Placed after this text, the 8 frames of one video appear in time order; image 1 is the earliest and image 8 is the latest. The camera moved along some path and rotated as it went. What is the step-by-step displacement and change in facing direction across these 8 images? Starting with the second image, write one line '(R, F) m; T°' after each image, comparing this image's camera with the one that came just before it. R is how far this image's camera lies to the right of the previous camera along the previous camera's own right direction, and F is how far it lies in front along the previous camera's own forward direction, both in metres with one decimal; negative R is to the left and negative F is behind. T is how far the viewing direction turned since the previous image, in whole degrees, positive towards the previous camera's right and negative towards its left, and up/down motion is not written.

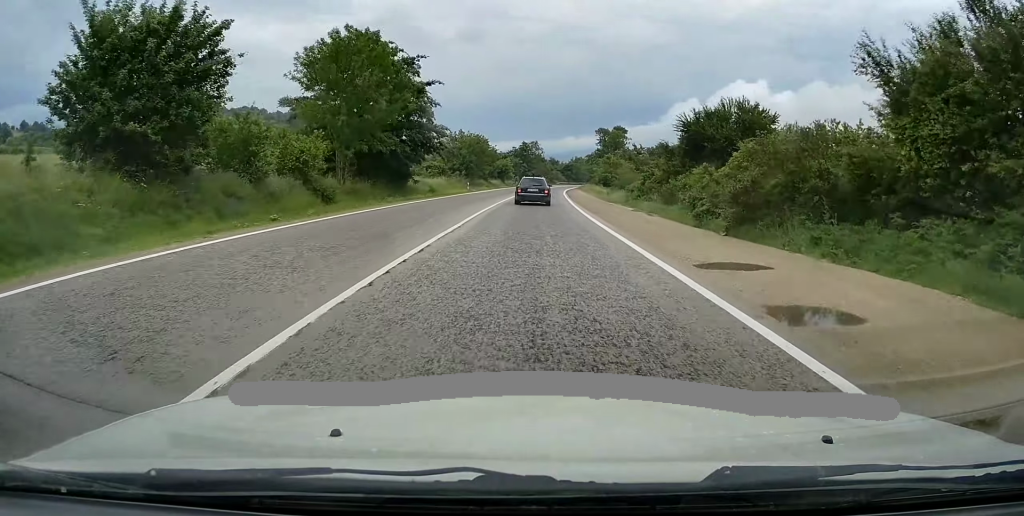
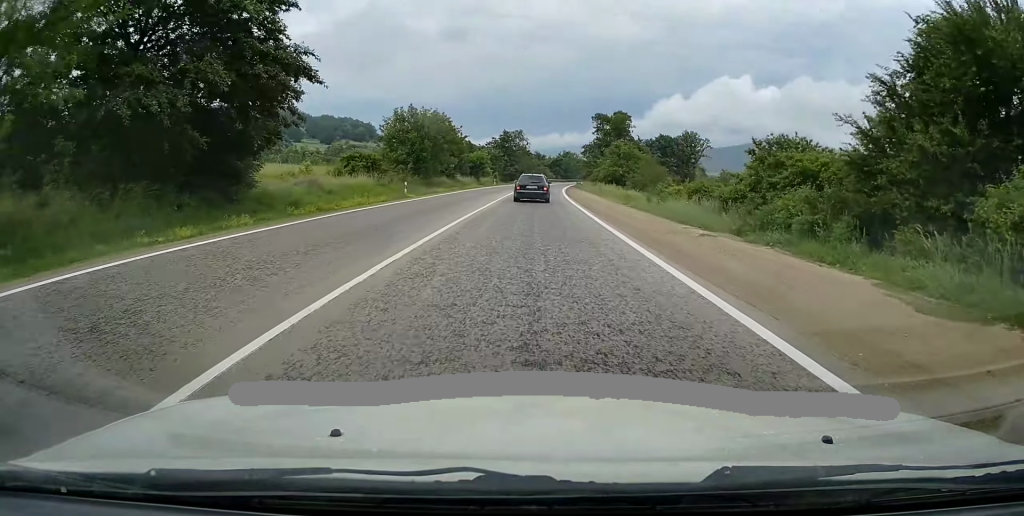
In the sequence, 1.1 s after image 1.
(+0.5, +26.8) m; +1°
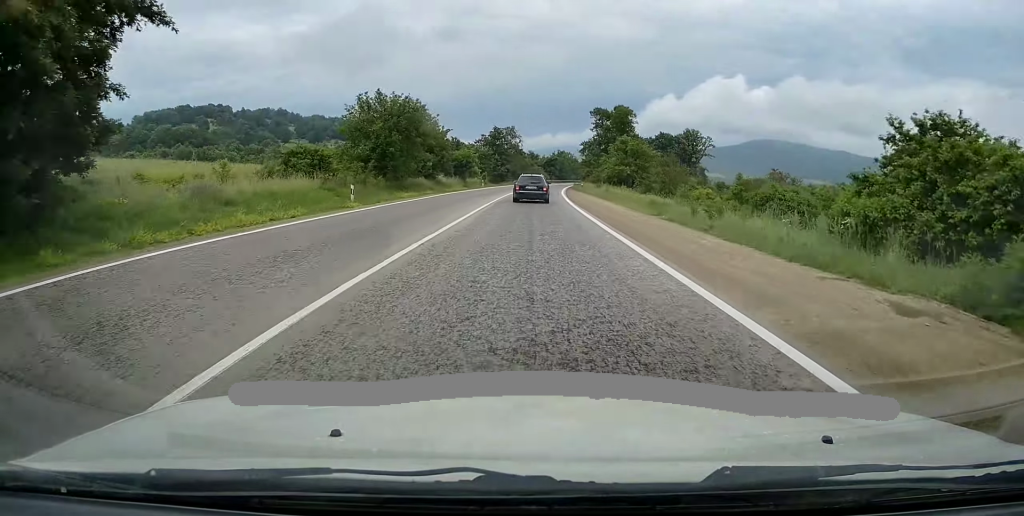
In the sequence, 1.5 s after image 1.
(0.0, +10.5) m; +1°
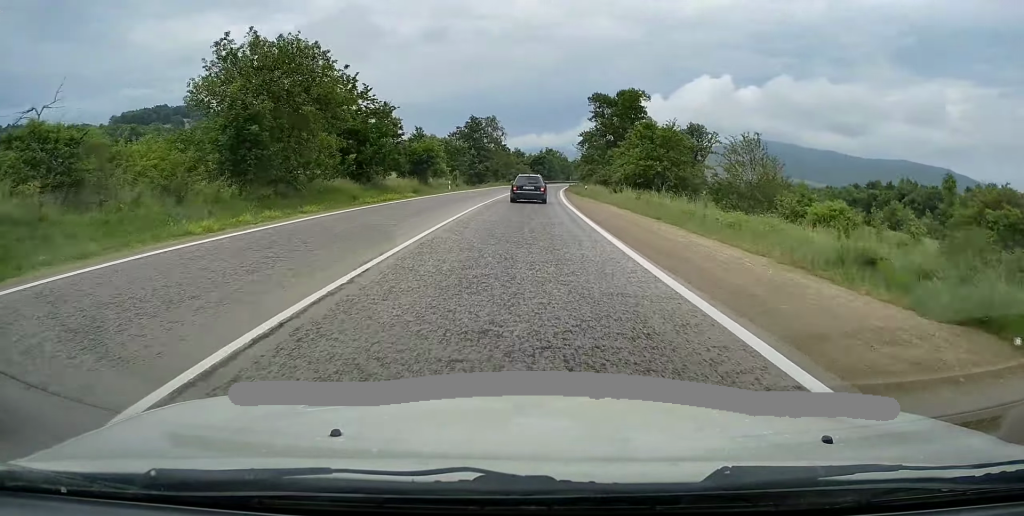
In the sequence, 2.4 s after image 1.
(+0.3, +21.0) m; +2°
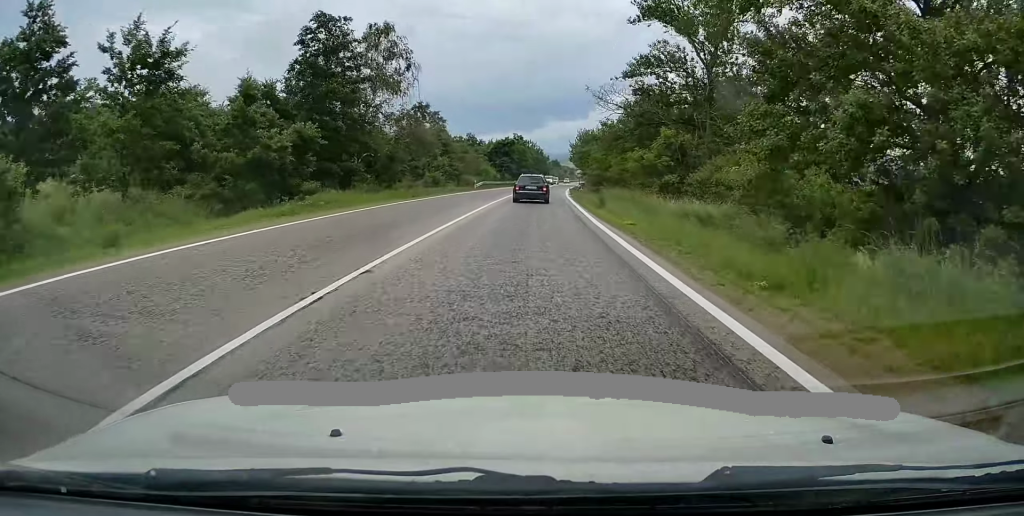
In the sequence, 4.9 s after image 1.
(+1.9, +61.9) m; +3°
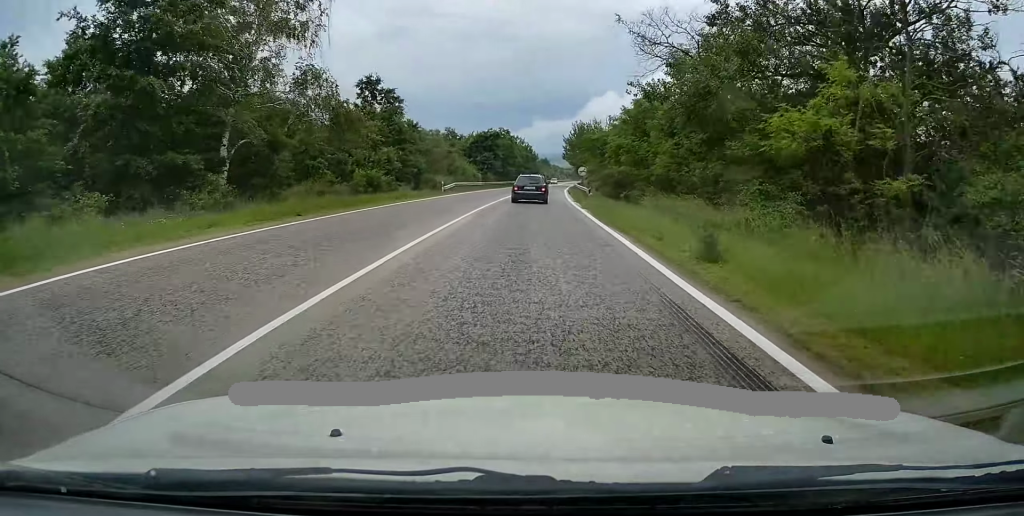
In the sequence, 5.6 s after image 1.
(+0.3, +17.1) m; +1°
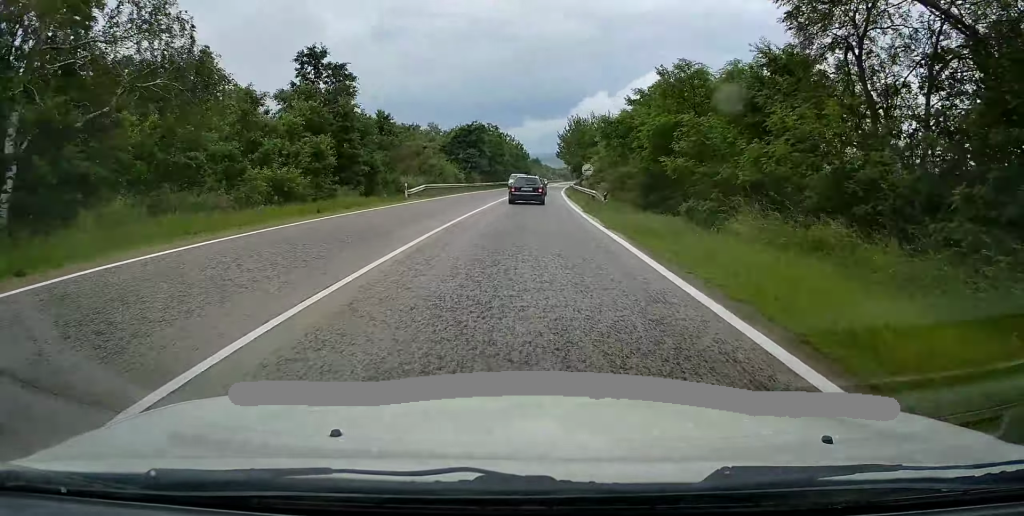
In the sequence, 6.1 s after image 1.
(+0.1, +11.4) m; +1°
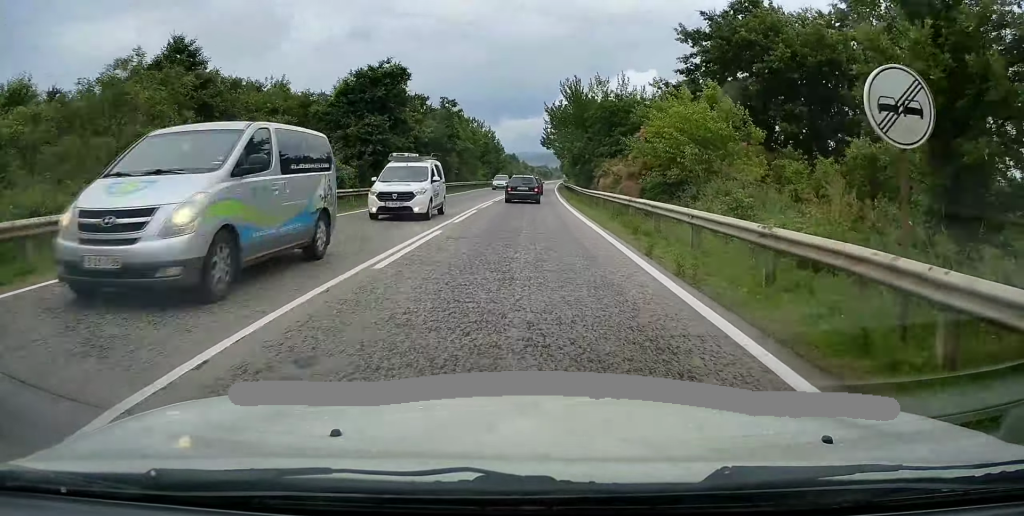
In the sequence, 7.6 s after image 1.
(+0.7, +37.1) m; +2°
